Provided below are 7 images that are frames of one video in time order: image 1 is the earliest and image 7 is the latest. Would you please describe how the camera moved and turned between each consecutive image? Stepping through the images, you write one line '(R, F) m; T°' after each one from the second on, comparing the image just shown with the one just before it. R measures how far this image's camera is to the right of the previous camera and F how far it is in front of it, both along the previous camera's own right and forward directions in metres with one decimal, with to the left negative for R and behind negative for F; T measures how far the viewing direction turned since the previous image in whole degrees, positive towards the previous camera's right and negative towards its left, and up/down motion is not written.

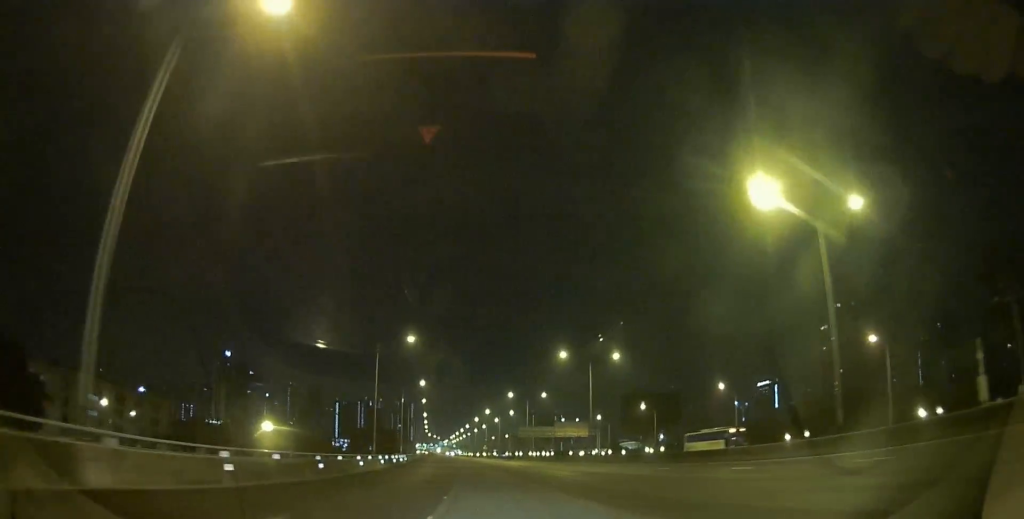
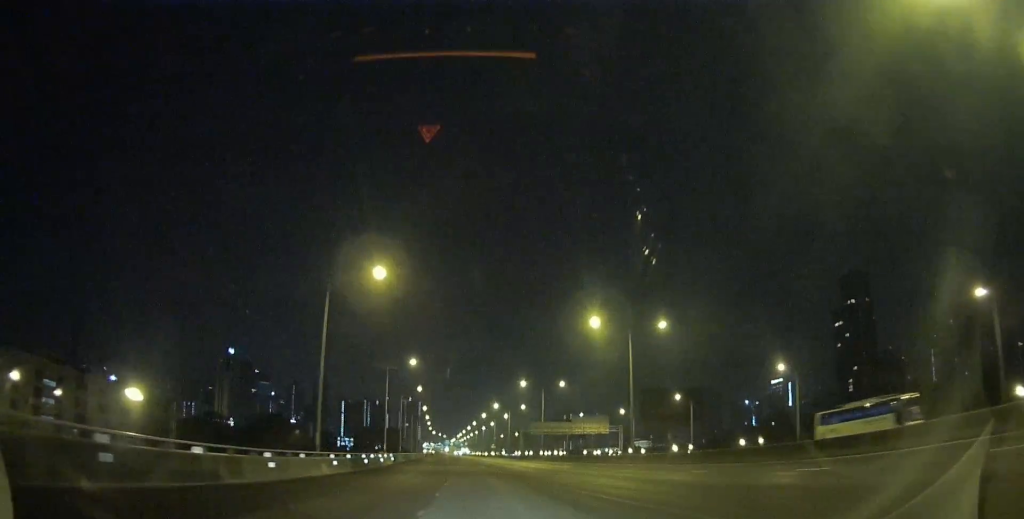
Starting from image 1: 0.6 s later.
(-0.2, +15.5) m; -1°
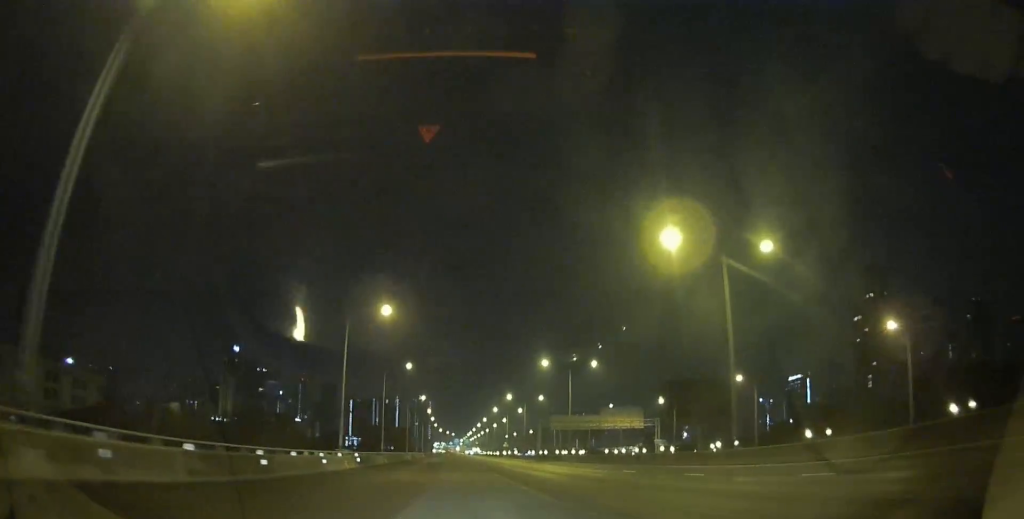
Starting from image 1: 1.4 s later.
(-0.3, +19.7) m; -1°
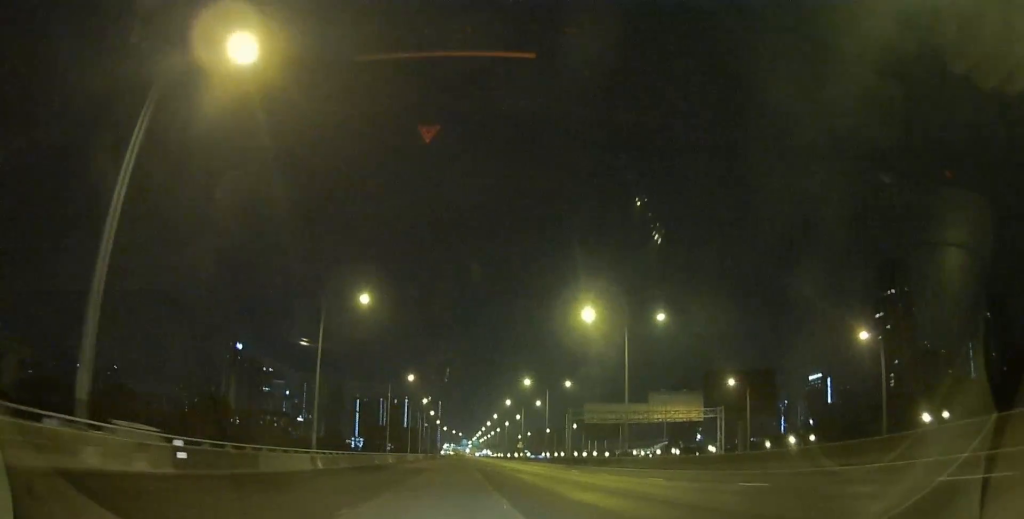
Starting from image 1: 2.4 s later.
(-0.2, +25.7) m; -1°
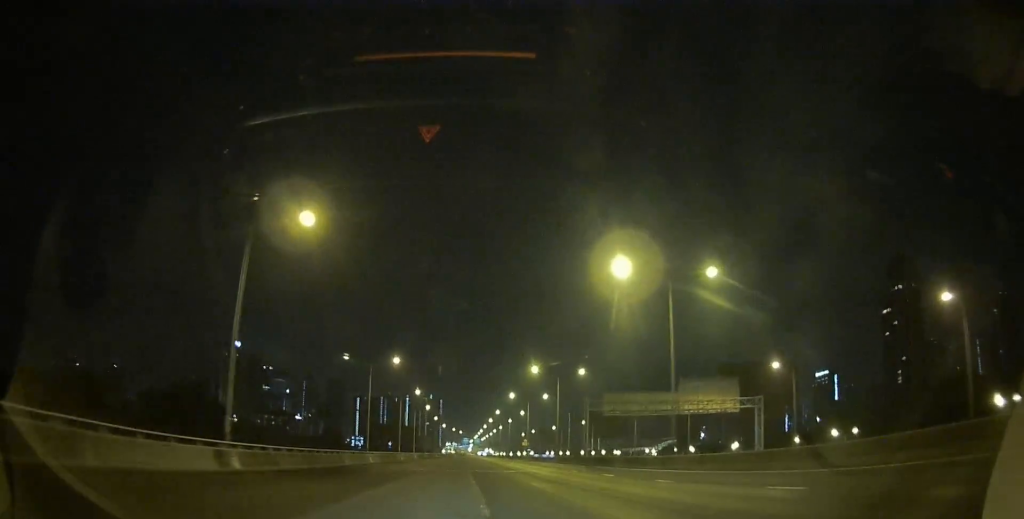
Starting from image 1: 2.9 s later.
(-0.1, +11.4) m; 0°
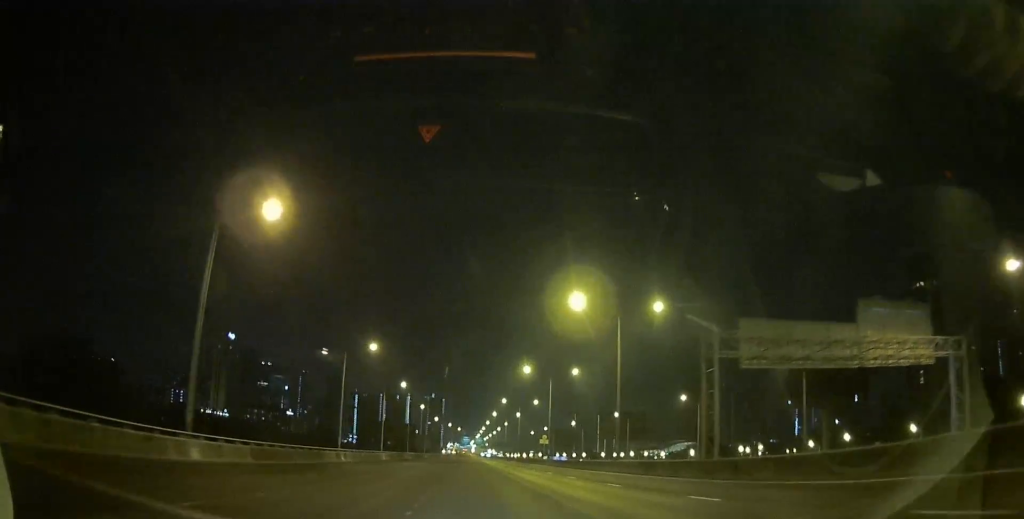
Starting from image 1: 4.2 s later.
(-0.1, +34.8) m; 0°
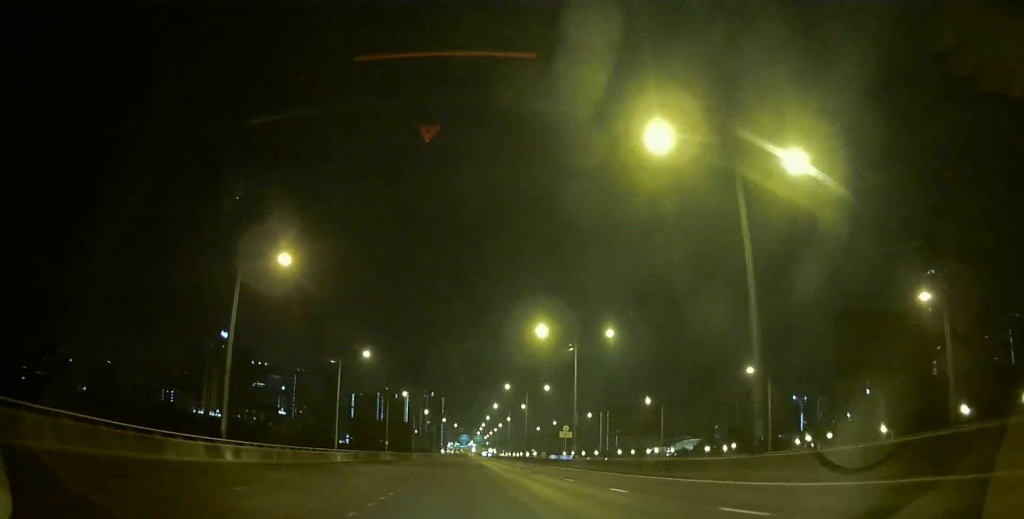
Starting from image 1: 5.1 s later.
(0.0, +22.5) m; 0°
